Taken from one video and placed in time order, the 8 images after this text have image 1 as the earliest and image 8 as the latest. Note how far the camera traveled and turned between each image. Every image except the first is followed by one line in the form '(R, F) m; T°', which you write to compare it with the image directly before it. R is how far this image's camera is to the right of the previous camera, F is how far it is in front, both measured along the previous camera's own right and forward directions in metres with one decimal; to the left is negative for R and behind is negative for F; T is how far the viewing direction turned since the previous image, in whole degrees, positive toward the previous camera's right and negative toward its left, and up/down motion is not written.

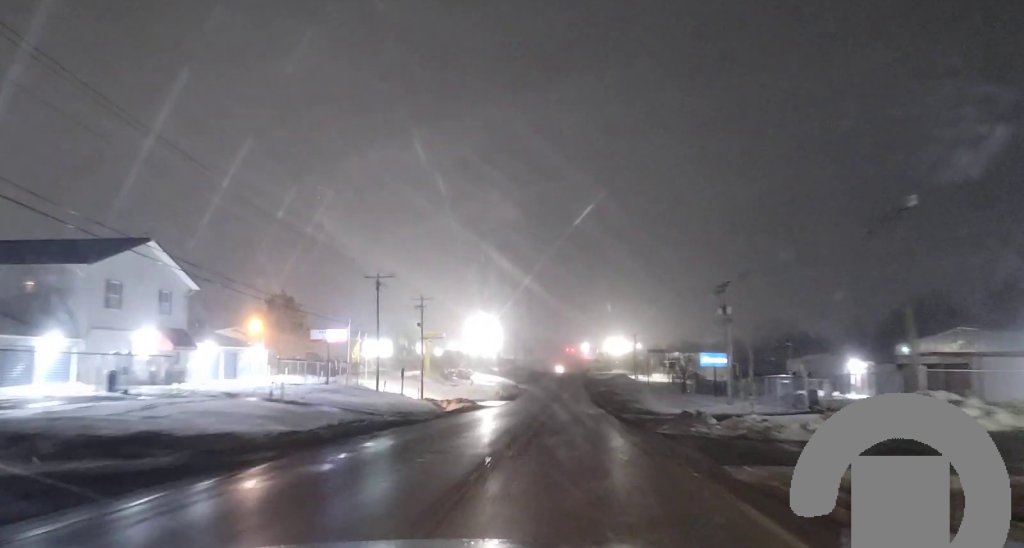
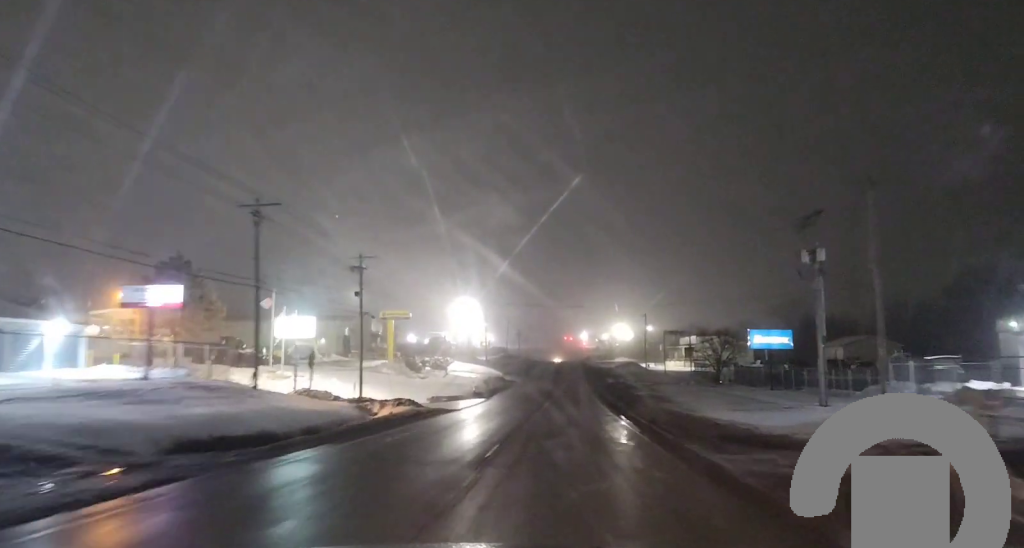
(-0.2, +25.8) m; -2°
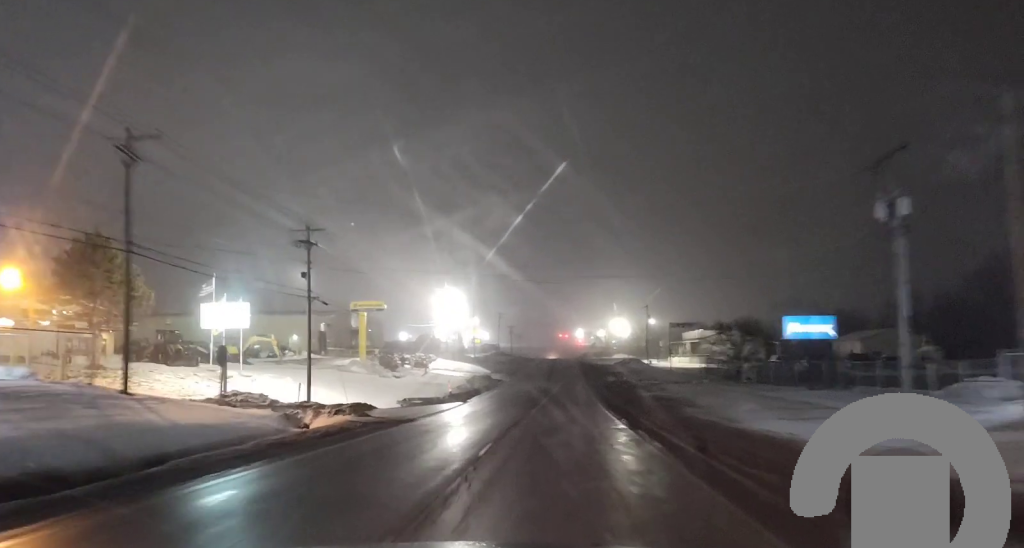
(-0.2, +11.7) m; 0°
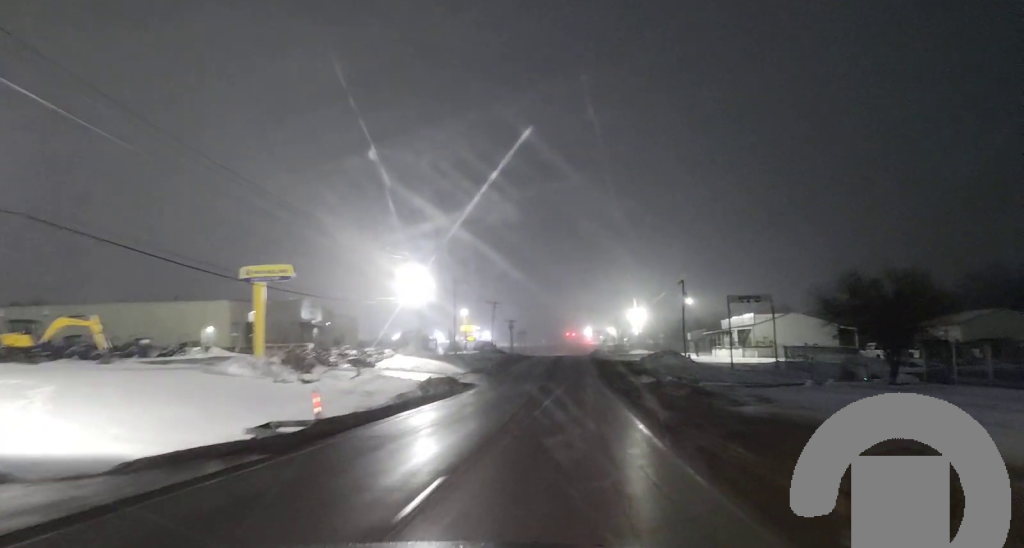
(+0.9, +31.8) m; +2°
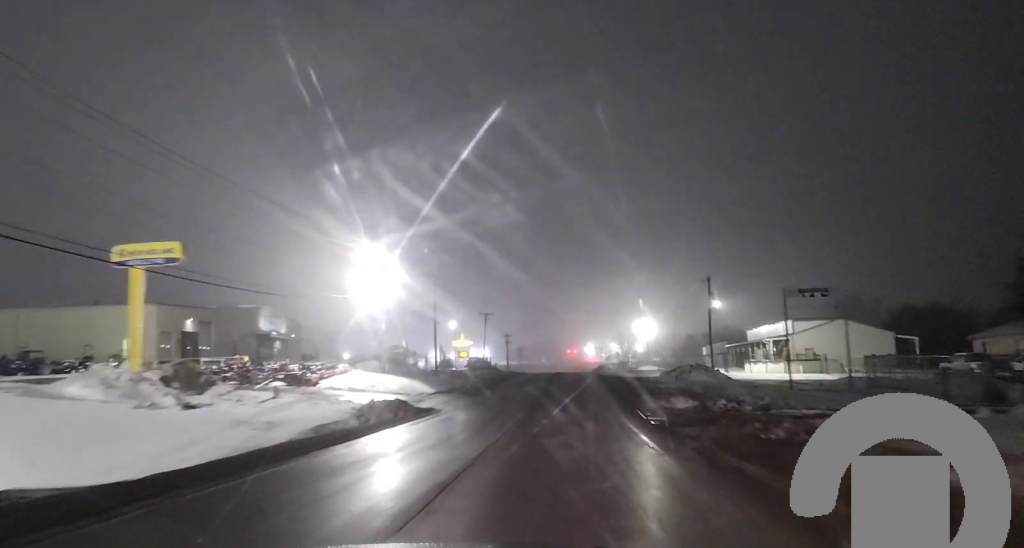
(-0.1, +17.2) m; 0°
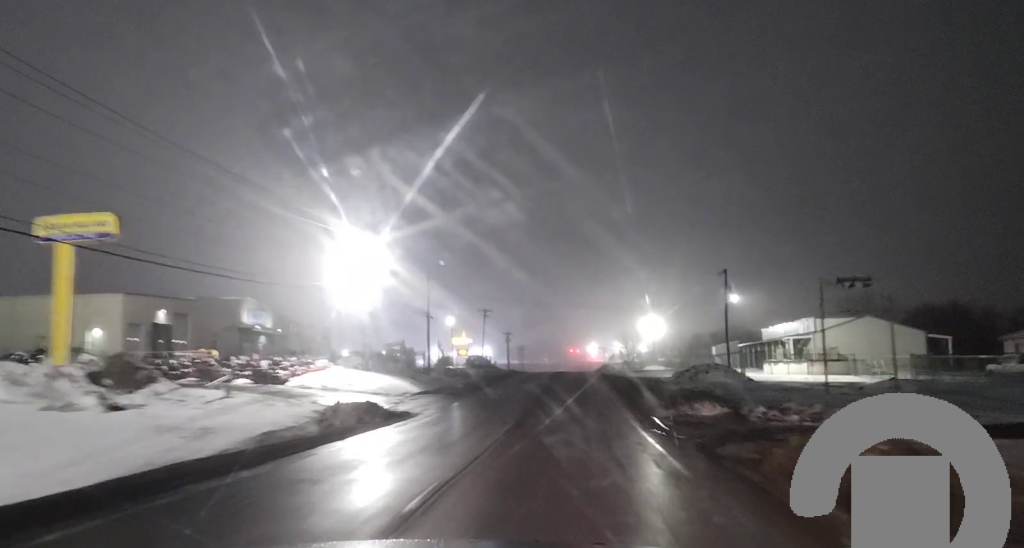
(0.0, +6.4) m; 0°
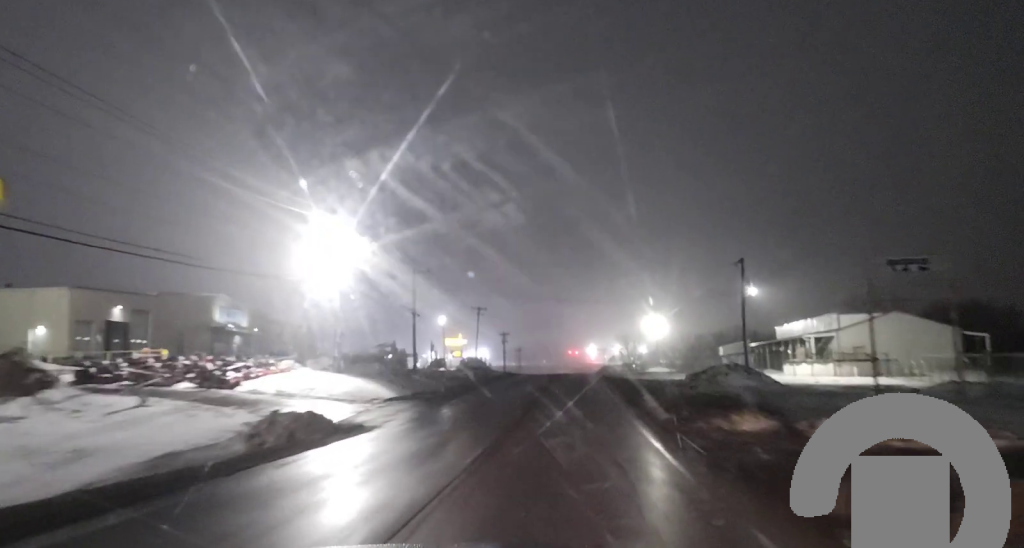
(+0.1, +7.1) m; 0°
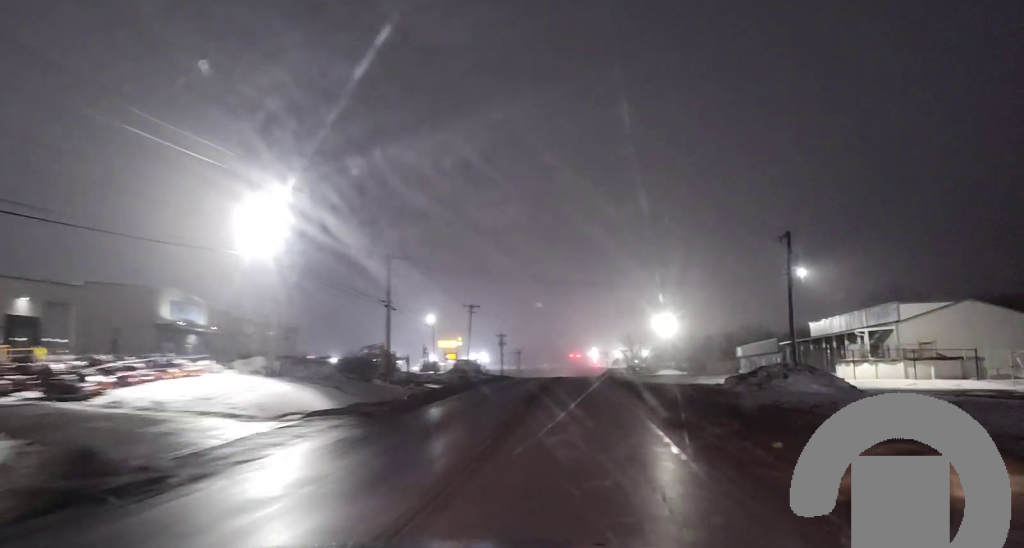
(-0.1, +12.9) m; -1°
